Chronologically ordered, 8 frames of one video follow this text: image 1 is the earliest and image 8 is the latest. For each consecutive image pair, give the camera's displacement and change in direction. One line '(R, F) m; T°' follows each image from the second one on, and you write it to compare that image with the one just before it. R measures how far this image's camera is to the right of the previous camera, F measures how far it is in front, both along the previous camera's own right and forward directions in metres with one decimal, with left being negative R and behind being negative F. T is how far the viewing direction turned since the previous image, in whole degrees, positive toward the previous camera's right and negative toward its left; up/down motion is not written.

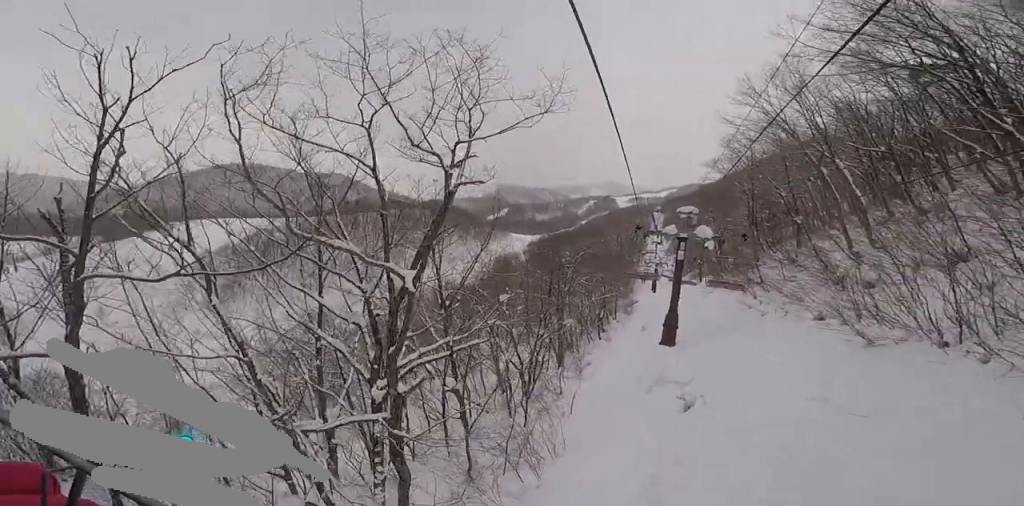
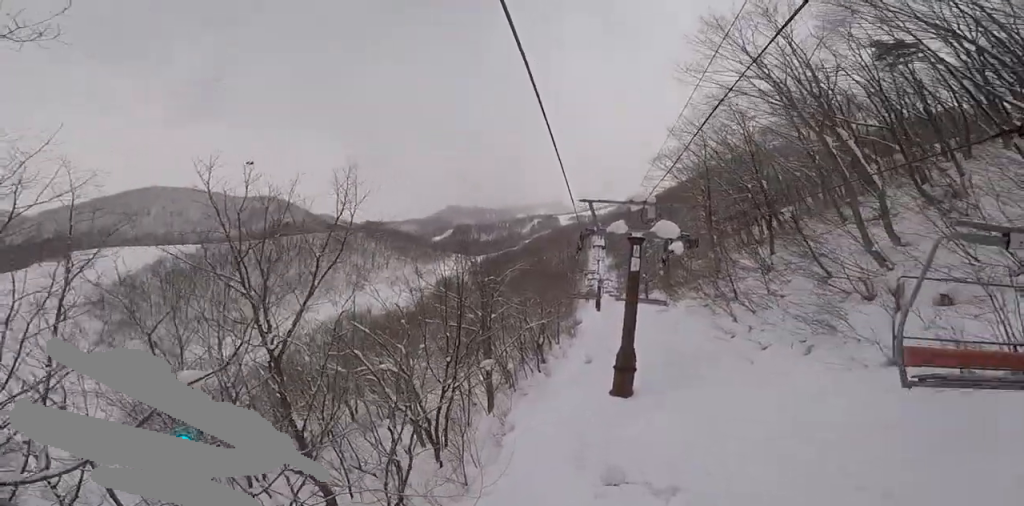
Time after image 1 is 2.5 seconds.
(-0.9, +9.7) m; -4°
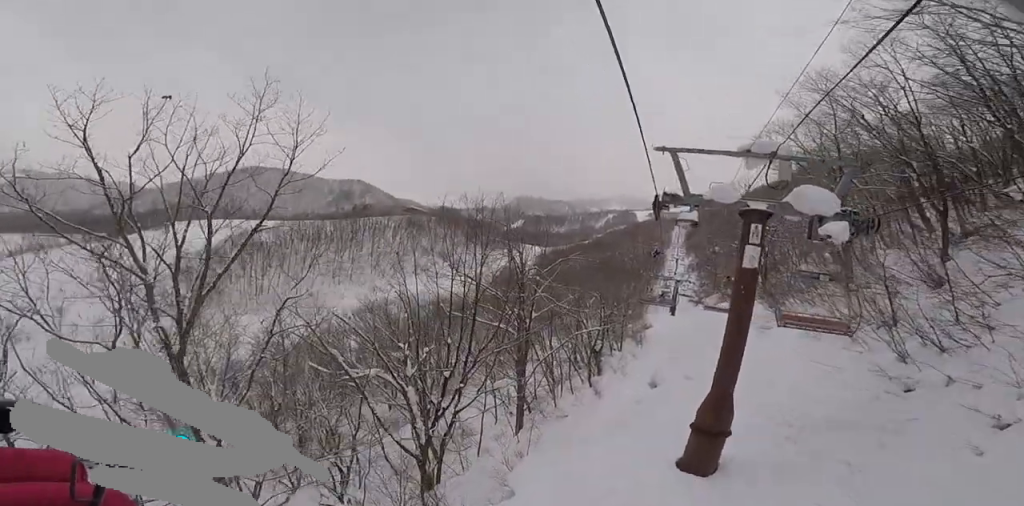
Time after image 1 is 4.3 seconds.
(+1.3, +6.8) m; 0°
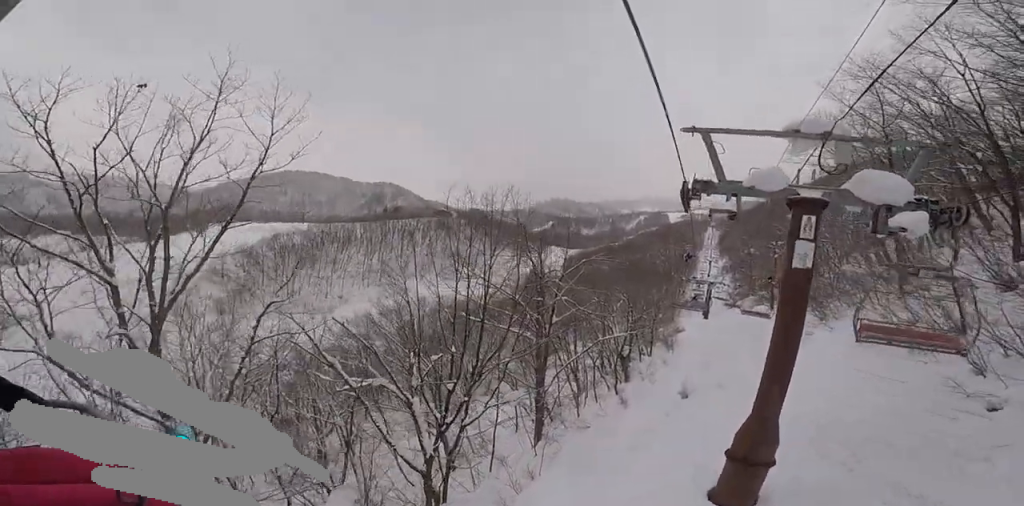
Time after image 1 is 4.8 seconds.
(-0.5, +1.8) m; -9°
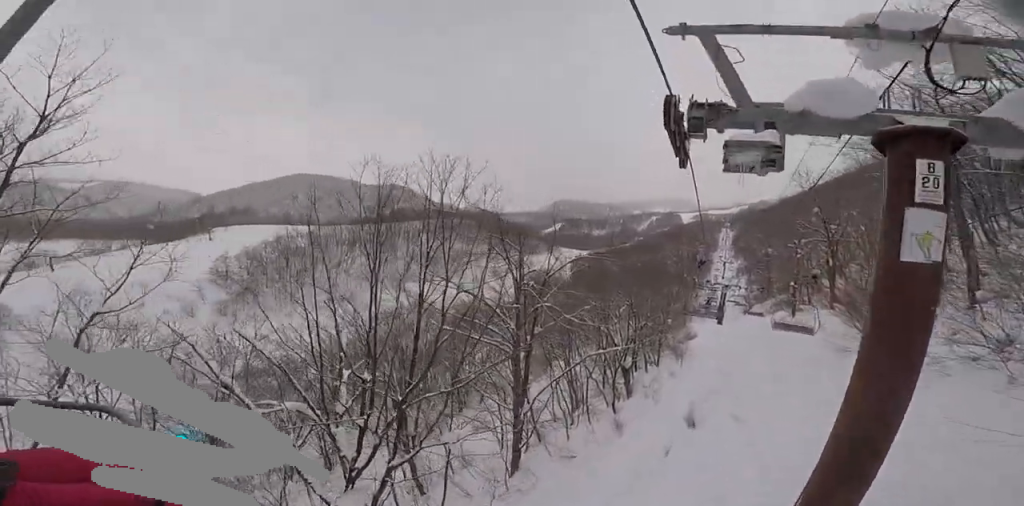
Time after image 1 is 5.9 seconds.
(+0.1, +4.7) m; +14°
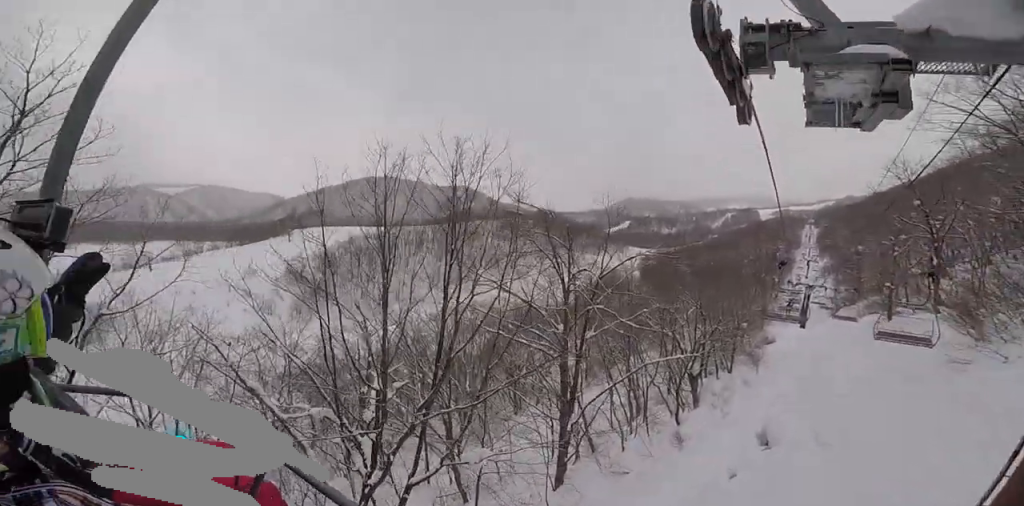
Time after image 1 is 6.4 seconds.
(+0.4, +1.9) m; -1°
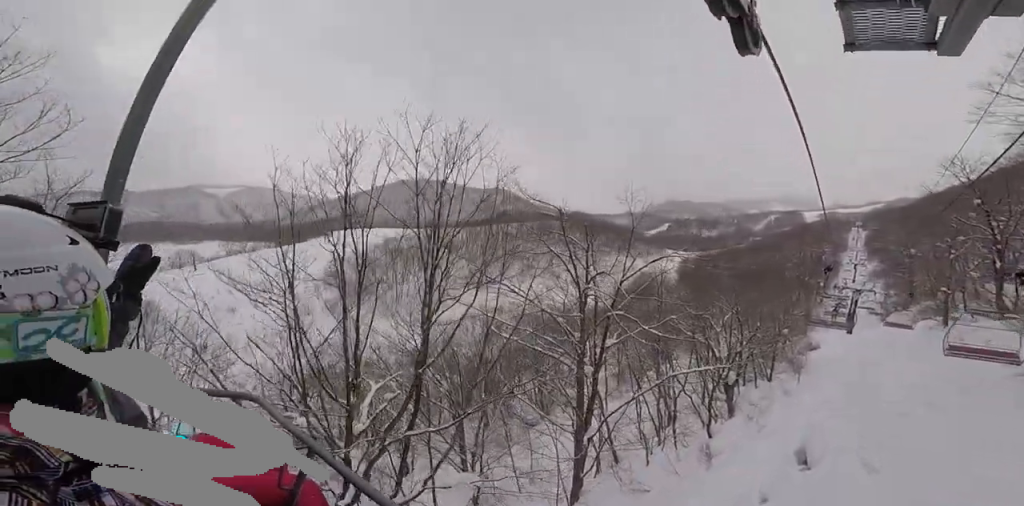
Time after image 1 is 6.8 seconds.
(+0.4, +1.8) m; -1°
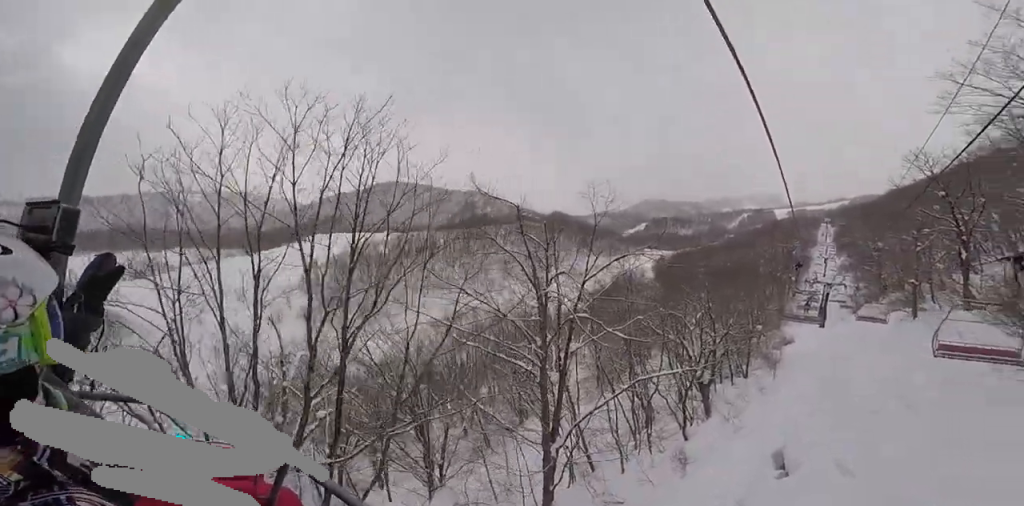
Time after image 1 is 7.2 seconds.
(-0.3, +1.6) m; -5°
